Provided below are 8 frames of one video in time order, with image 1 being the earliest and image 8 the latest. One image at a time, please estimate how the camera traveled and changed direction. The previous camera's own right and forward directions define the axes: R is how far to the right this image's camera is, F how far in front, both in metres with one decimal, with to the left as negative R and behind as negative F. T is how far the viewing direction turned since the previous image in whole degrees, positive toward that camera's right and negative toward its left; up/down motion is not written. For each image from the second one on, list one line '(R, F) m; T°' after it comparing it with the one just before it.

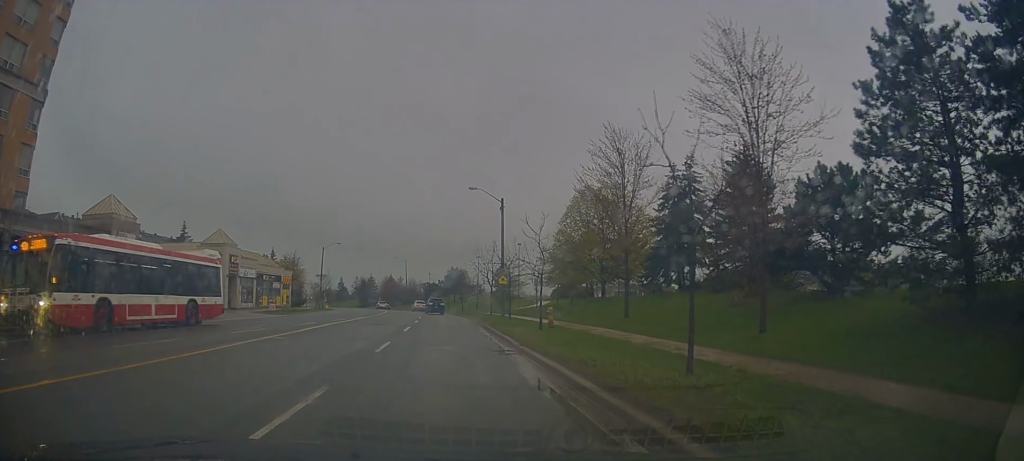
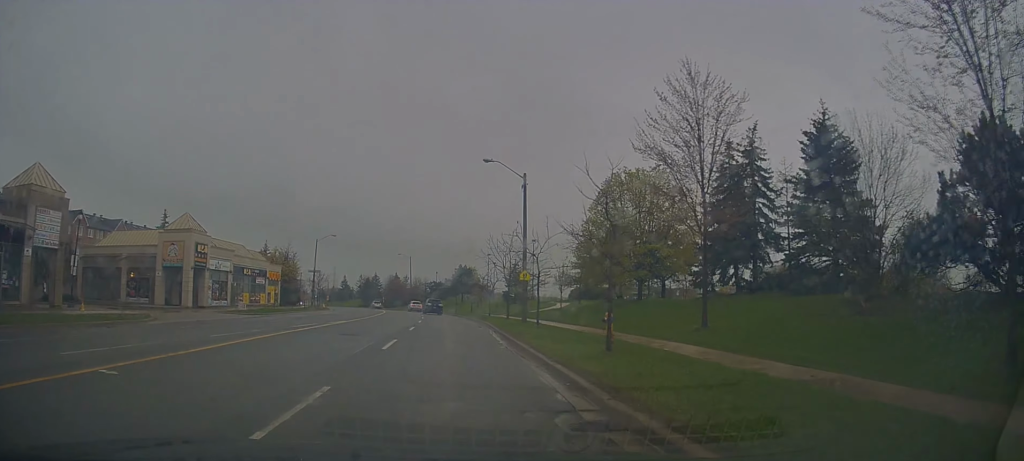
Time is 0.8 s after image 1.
(+0.3, +8.7) m; 0°
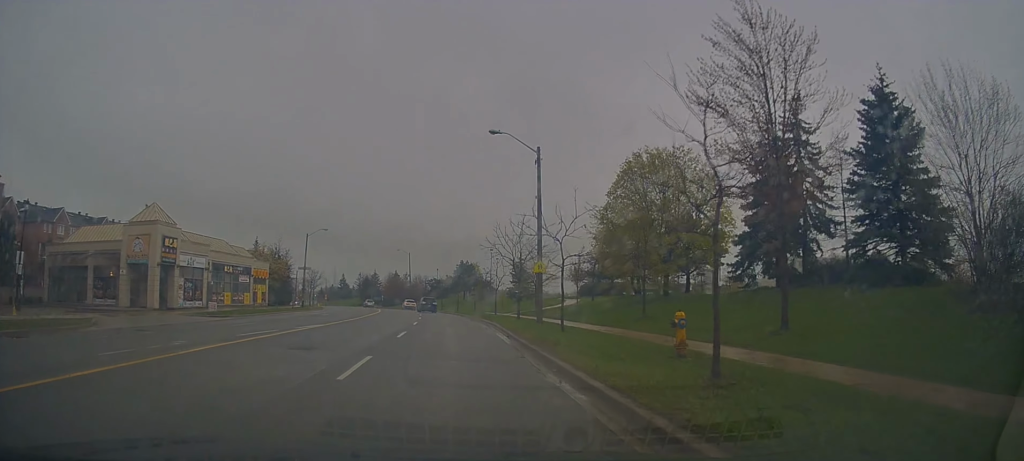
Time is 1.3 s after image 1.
(-0.2, +5.6) m; 0°
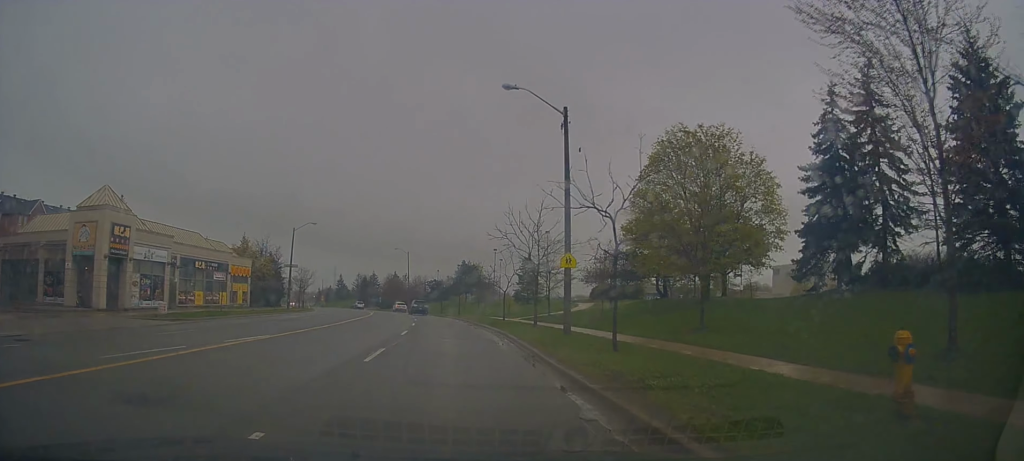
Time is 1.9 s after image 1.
(-0.1, +6.4) m; 0°
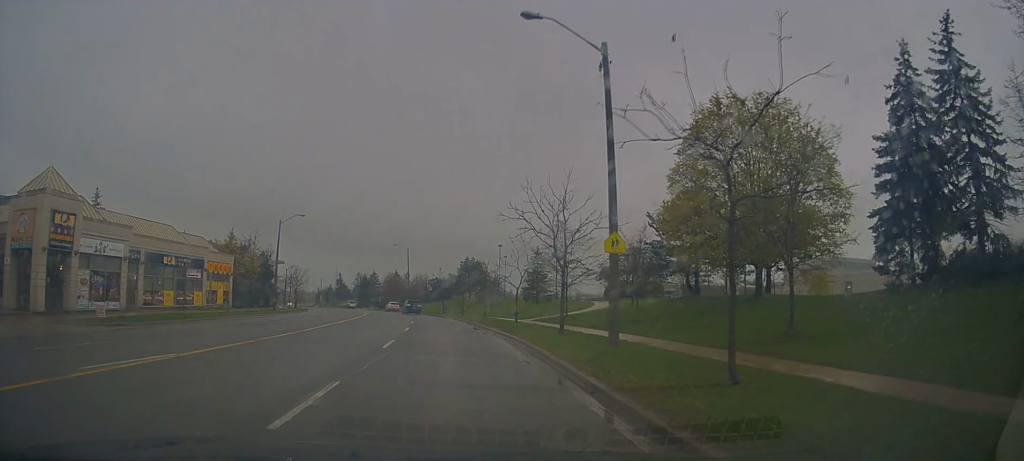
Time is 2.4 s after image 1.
(+0.2, +5.8) m; 0°
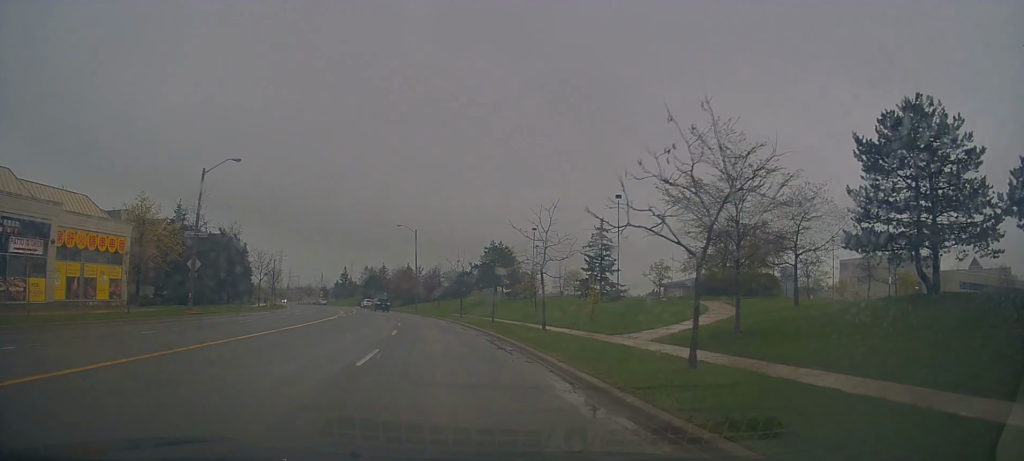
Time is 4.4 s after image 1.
(-1.1, +21.8) m; -4°
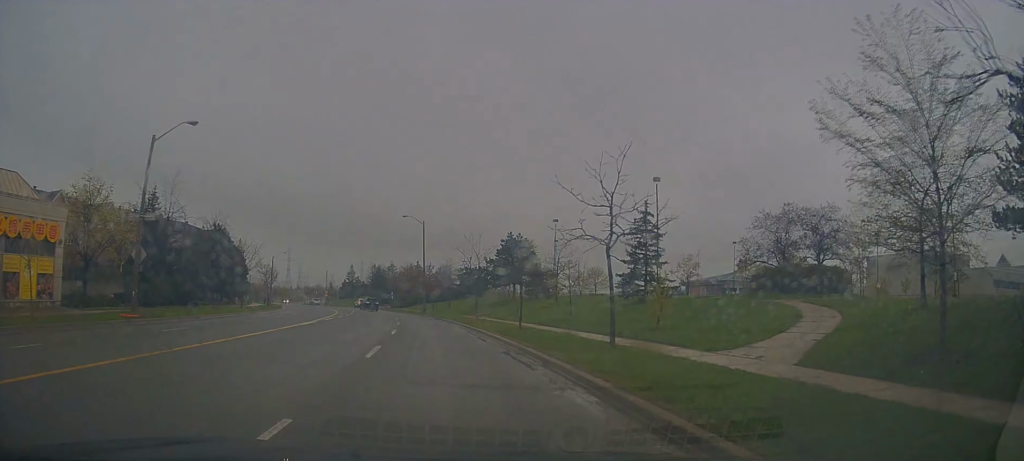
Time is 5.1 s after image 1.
(0.0, +7.9) m; +1°
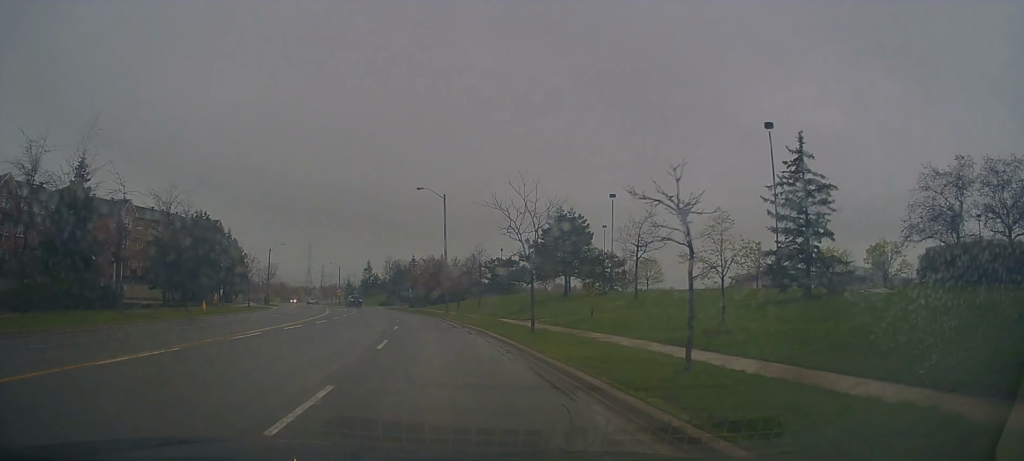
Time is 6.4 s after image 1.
(+0.4, +15.8) m; 0°
